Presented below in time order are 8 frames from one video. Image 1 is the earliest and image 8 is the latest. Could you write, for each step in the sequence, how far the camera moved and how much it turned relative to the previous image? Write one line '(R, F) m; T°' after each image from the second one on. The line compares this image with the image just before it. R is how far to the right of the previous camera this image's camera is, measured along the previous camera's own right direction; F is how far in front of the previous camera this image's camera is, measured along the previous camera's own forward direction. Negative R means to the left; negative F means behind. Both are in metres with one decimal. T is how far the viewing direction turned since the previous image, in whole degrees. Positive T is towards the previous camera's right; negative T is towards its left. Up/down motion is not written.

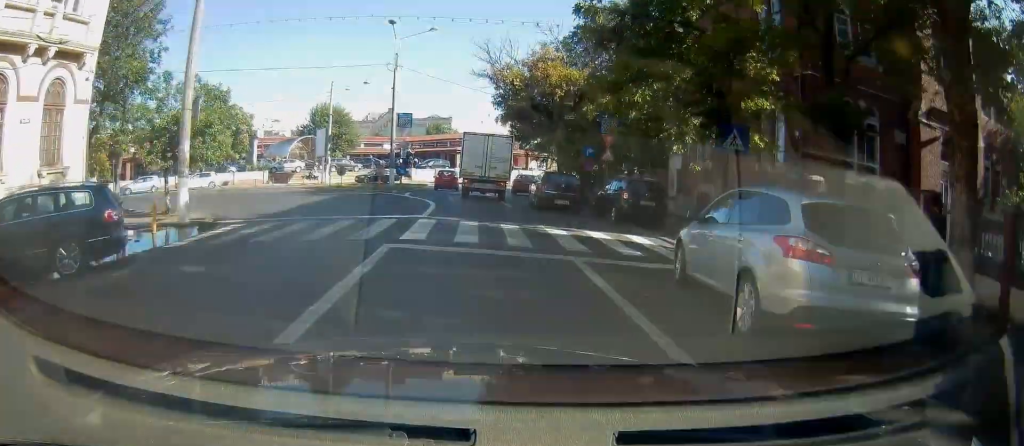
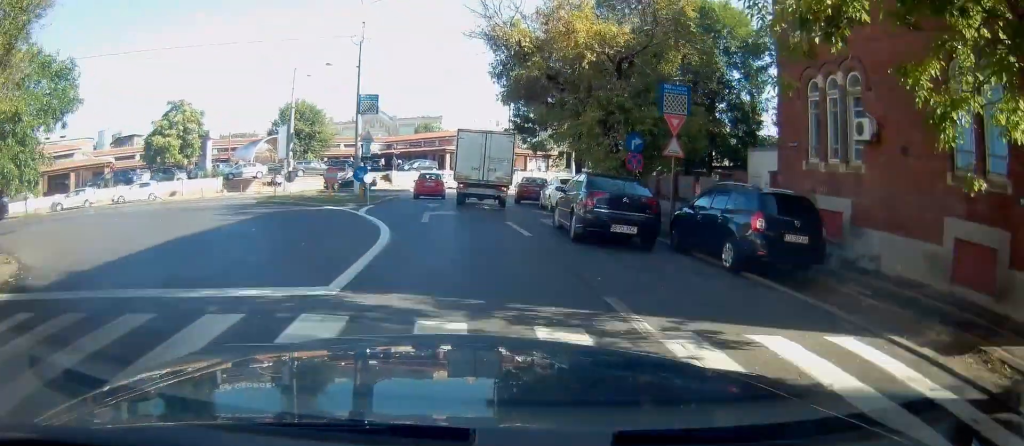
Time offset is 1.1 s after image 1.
(0.0, +10.1) m; +1°
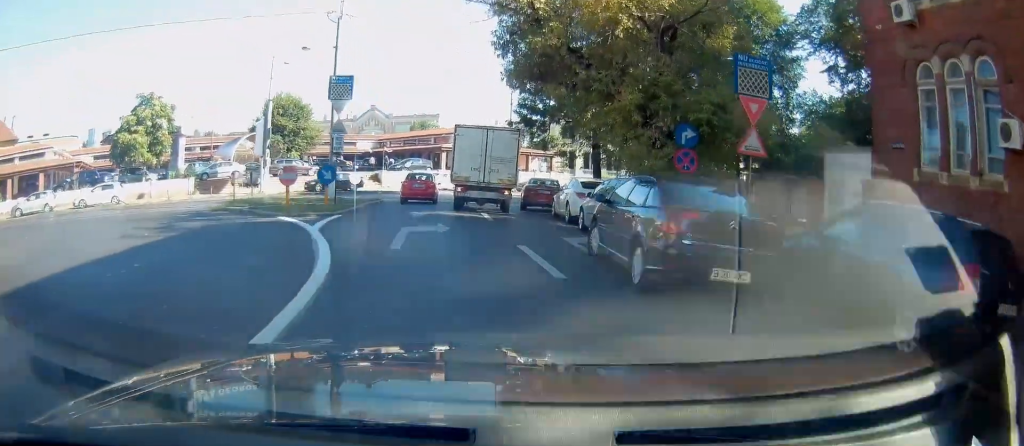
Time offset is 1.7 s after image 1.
(+0.1, +5.1) m; +1°
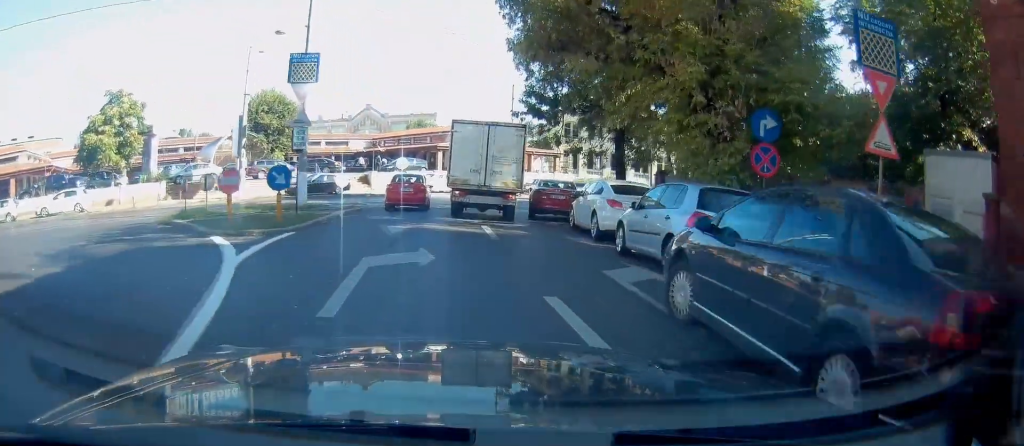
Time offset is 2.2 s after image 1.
(0.0, +4.6) m; +1°
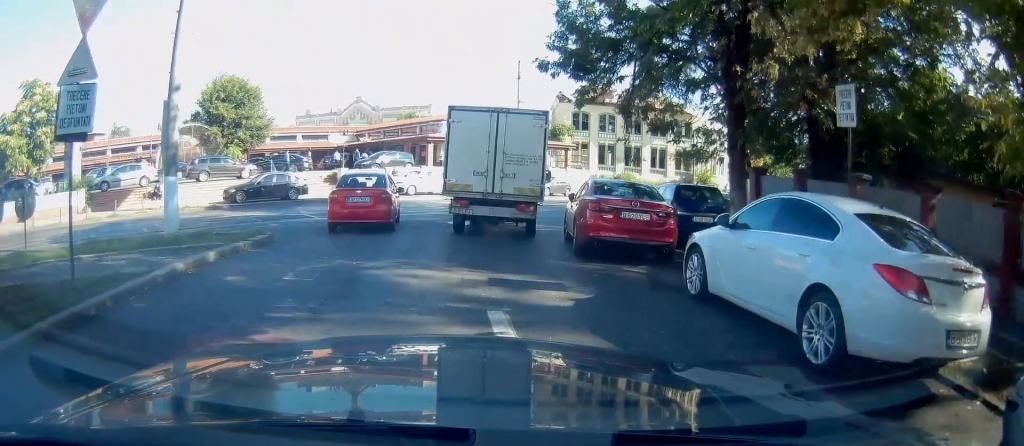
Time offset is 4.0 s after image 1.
(+0.1, +12.4) m; -2°
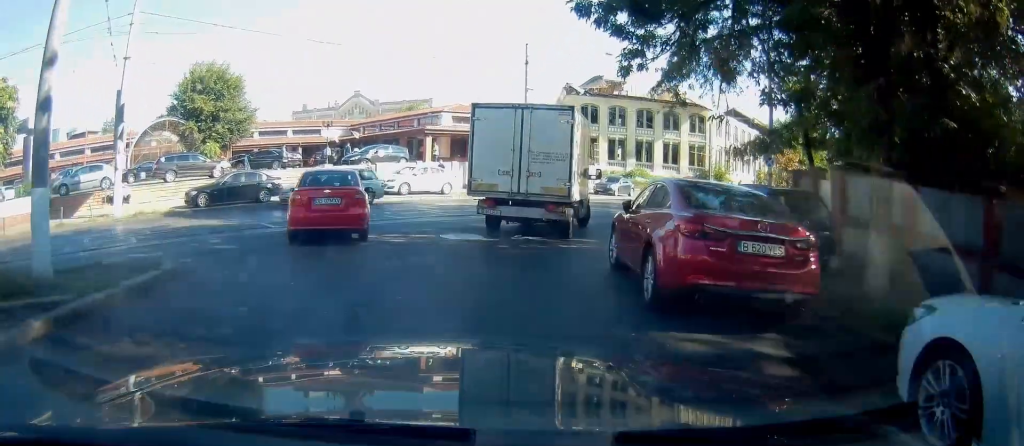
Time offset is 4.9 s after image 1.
(-0.3, +5.8) m; -3°
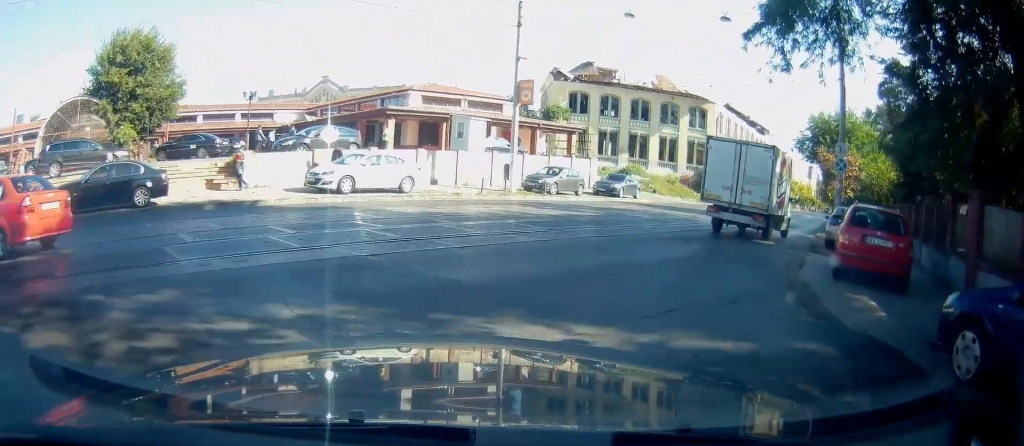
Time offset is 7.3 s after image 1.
(-0.2, +11.7) m; +3°
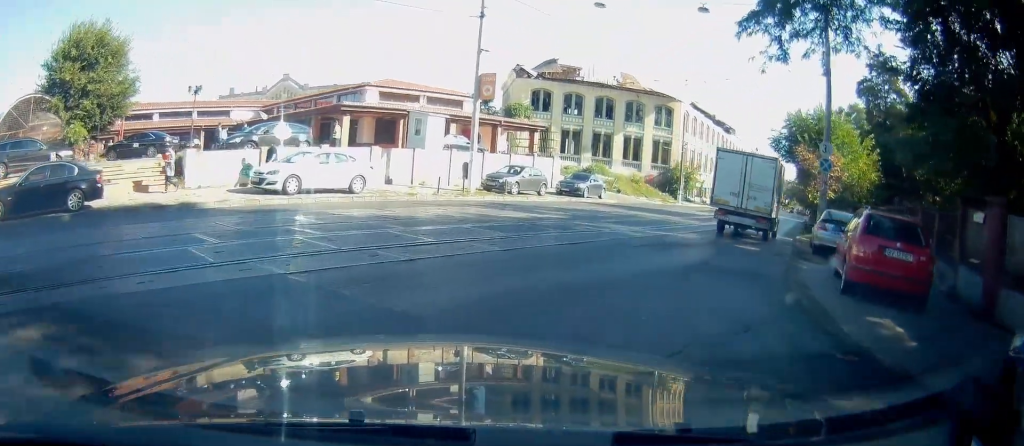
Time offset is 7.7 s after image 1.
(+0.1, +1.8) m; +5°
